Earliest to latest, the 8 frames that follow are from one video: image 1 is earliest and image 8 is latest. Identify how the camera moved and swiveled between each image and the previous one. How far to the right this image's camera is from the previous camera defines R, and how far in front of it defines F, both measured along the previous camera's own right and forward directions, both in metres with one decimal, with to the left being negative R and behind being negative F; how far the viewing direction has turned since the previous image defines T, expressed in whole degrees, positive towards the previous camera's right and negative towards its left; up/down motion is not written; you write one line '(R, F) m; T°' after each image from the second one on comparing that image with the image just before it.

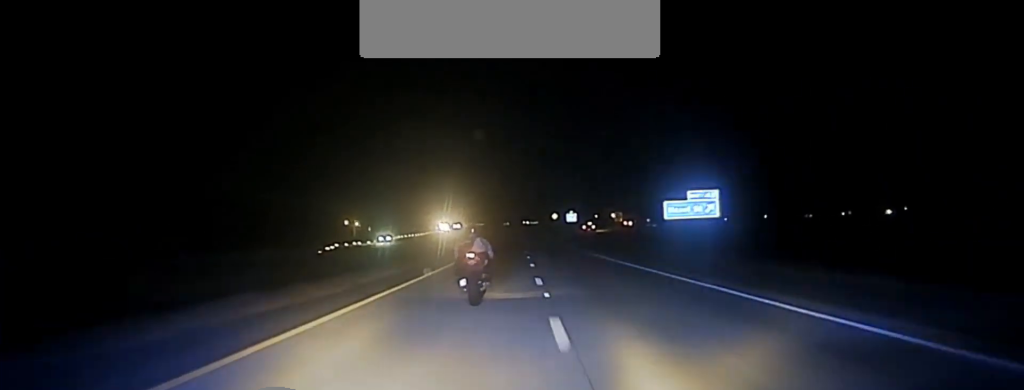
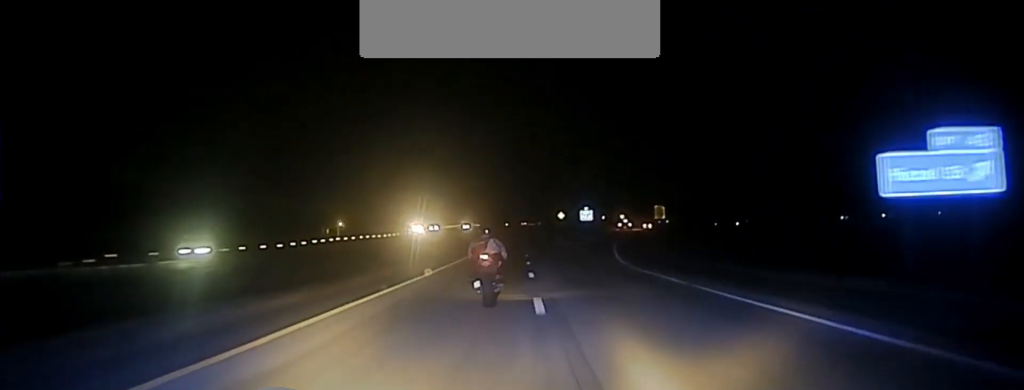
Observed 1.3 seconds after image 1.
(+0.1, +42.1) m; 0°
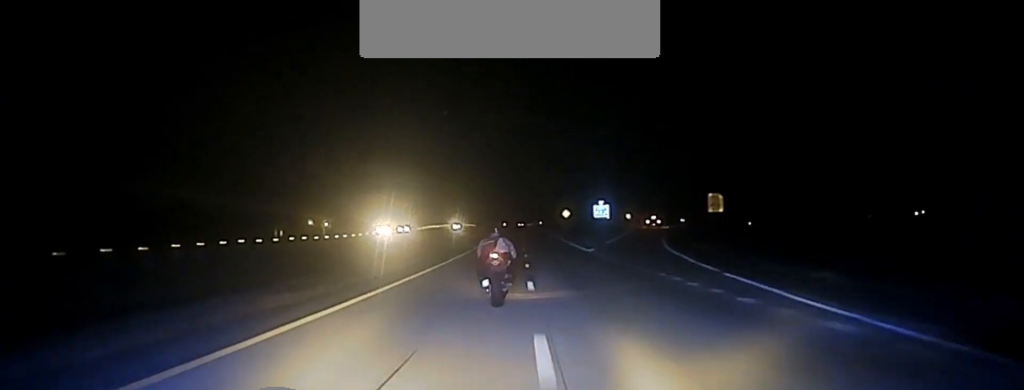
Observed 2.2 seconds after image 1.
(-0.2, +28.9) m; 0°
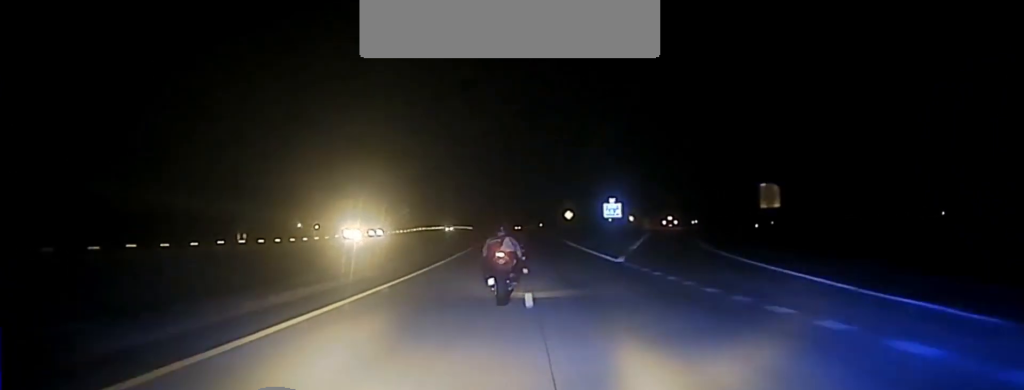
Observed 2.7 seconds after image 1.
(+0.2, +14.4) m; 0°
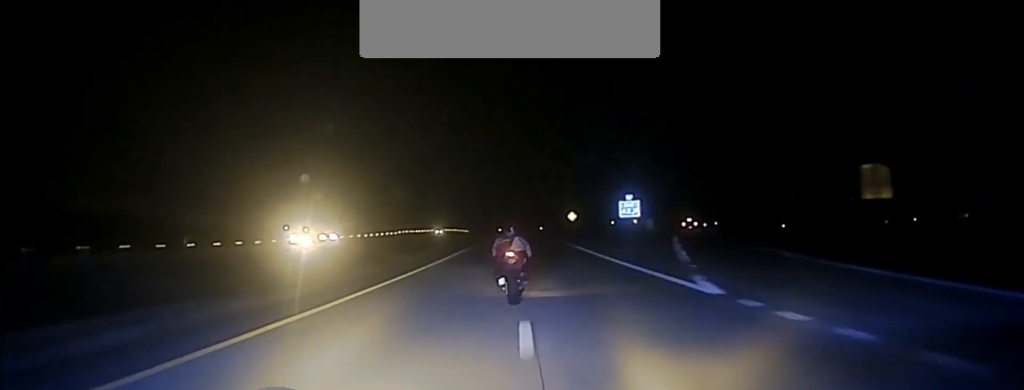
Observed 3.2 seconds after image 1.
(+0.1, +15.4) m; 0°
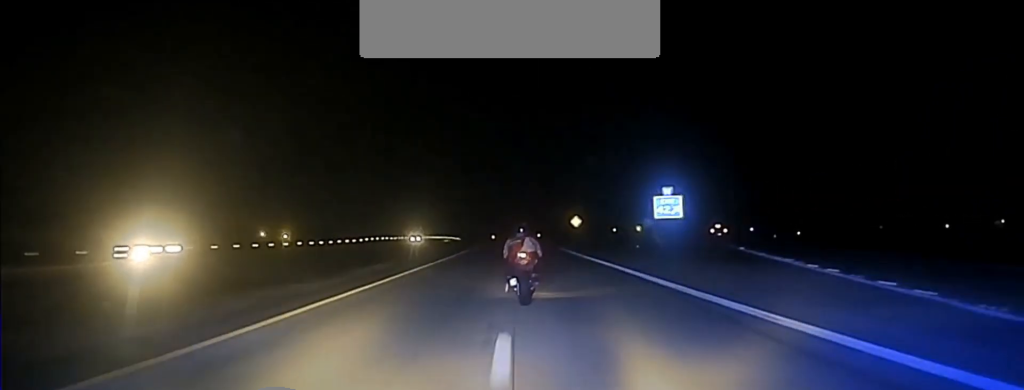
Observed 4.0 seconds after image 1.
(-0.1, +23.0) m; 0°
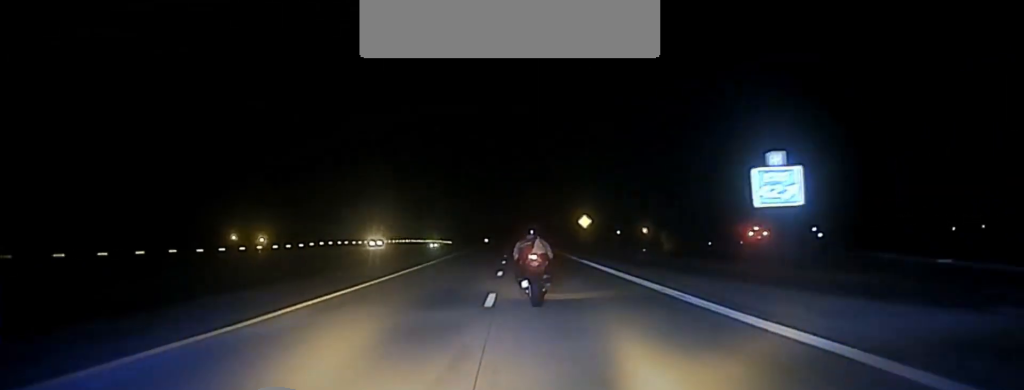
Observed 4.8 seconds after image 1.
(-0.1, +26.2) m; 0°
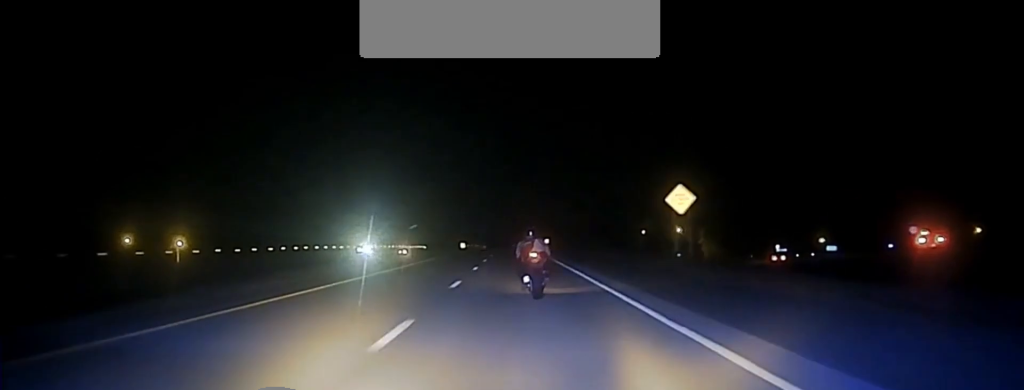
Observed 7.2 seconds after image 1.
(+0.6, +85.5) m; +1°
